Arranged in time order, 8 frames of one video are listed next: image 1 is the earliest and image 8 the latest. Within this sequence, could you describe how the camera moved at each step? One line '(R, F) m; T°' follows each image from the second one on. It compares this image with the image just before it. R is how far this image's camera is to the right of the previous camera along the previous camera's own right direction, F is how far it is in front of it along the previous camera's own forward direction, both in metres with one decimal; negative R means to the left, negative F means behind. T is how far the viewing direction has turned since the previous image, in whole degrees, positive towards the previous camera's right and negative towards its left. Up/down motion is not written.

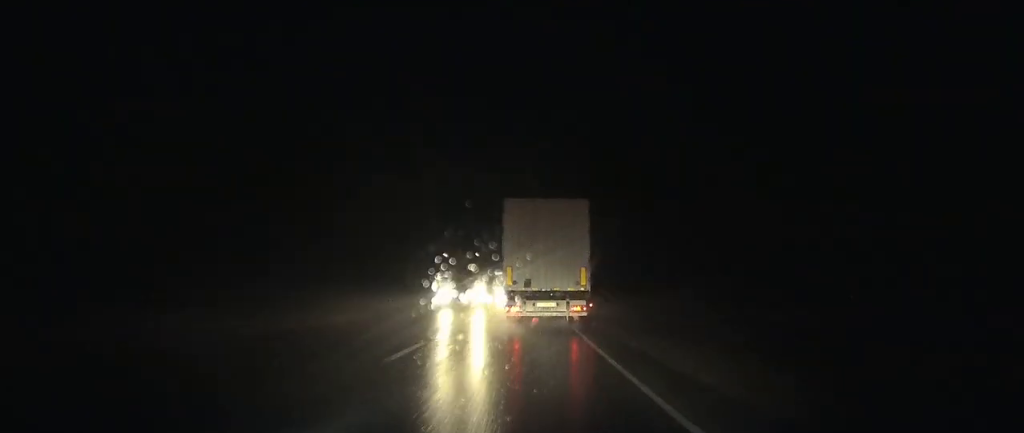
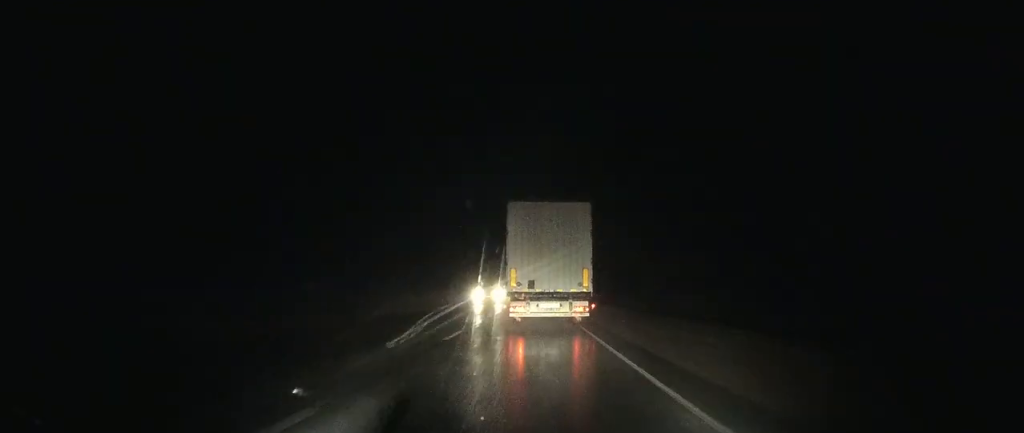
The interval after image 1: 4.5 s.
(+0.9, +92.8) m; +1°
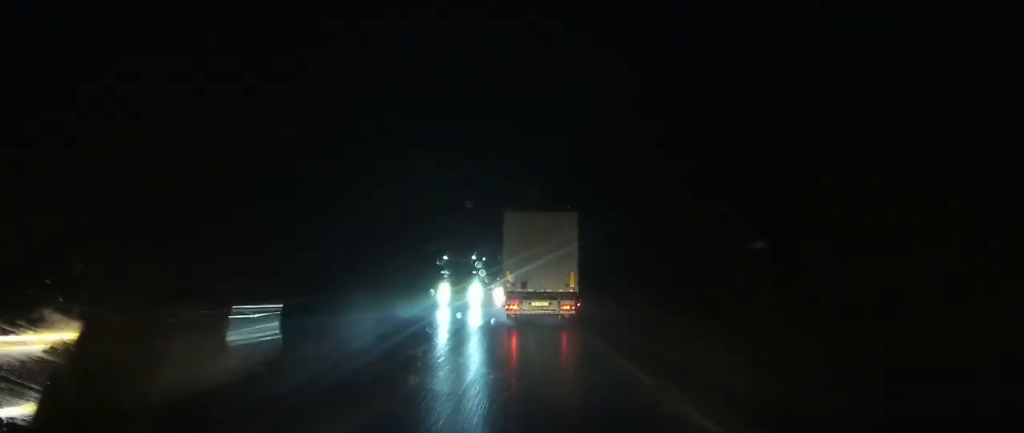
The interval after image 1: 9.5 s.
(+1.1, +102.0) m; +1°
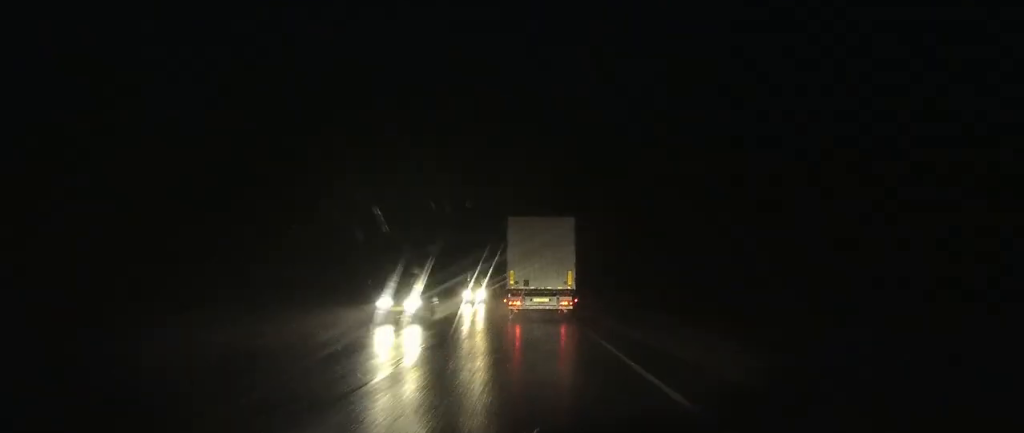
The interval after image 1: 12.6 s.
(+0.3, +61.9) m; 0°
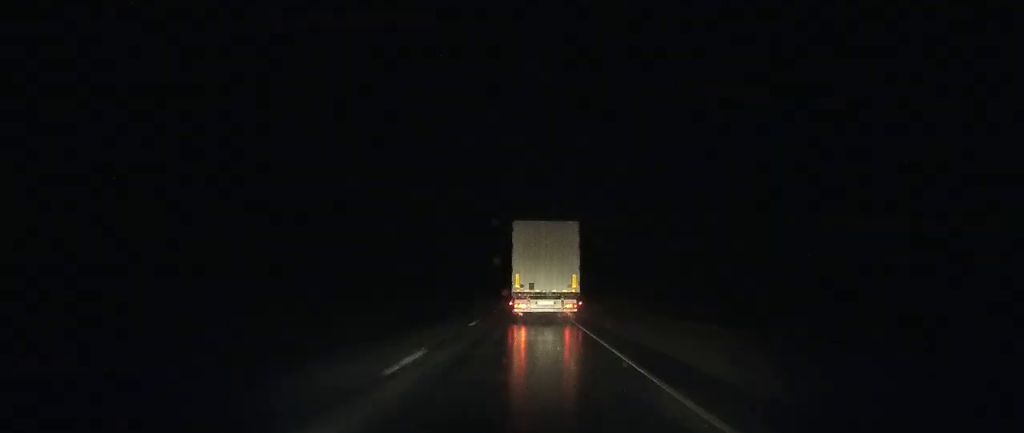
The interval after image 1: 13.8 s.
(-0.1, +24.4) m; 0°
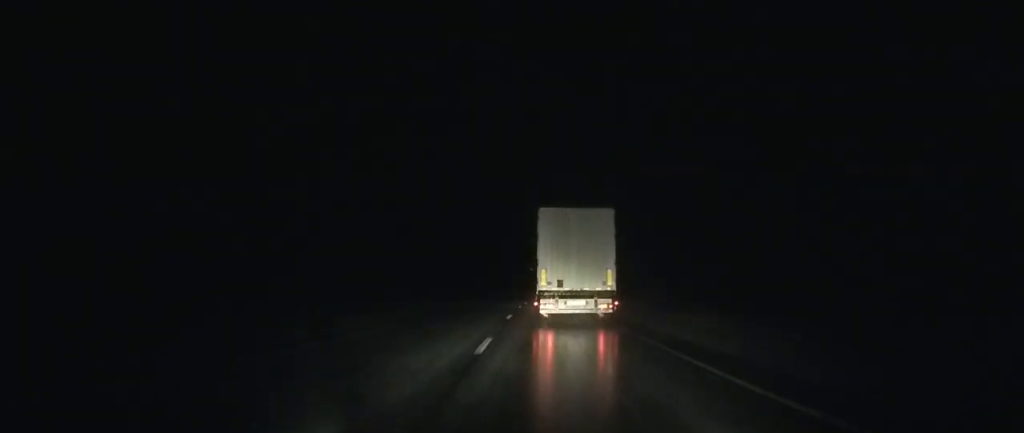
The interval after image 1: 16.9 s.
(-0.3, +65.5) m; 0°
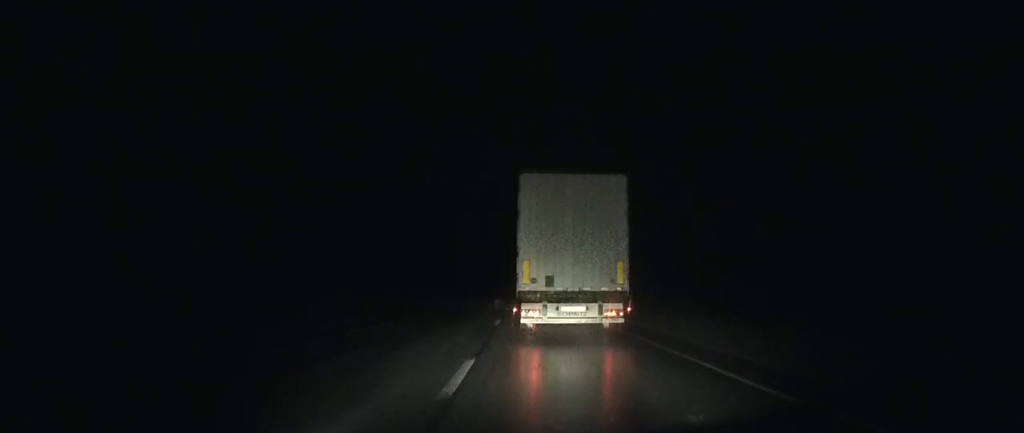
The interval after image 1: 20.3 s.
(+0.9, +77.1) m; +1°
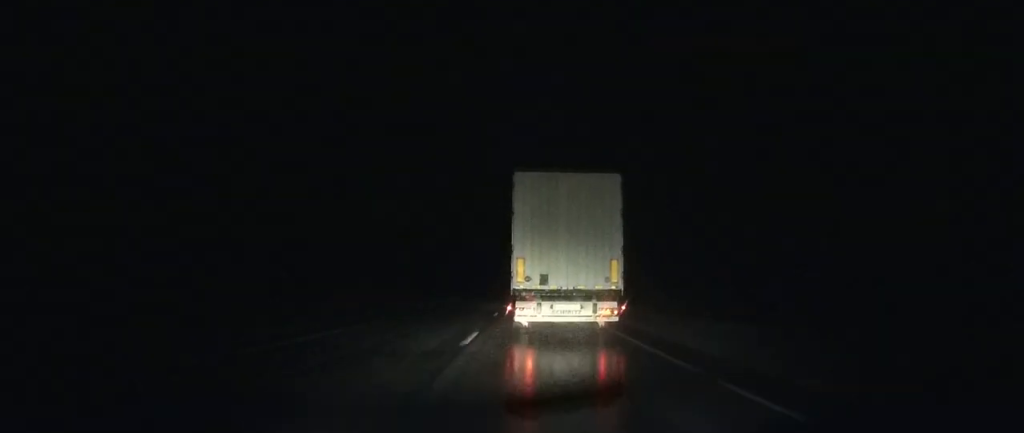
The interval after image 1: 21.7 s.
(+0.5, +32.2) m; 0°
